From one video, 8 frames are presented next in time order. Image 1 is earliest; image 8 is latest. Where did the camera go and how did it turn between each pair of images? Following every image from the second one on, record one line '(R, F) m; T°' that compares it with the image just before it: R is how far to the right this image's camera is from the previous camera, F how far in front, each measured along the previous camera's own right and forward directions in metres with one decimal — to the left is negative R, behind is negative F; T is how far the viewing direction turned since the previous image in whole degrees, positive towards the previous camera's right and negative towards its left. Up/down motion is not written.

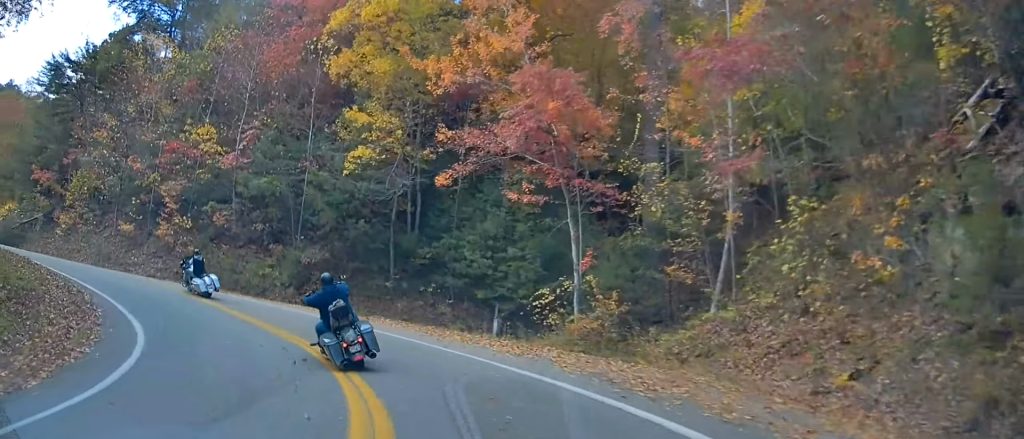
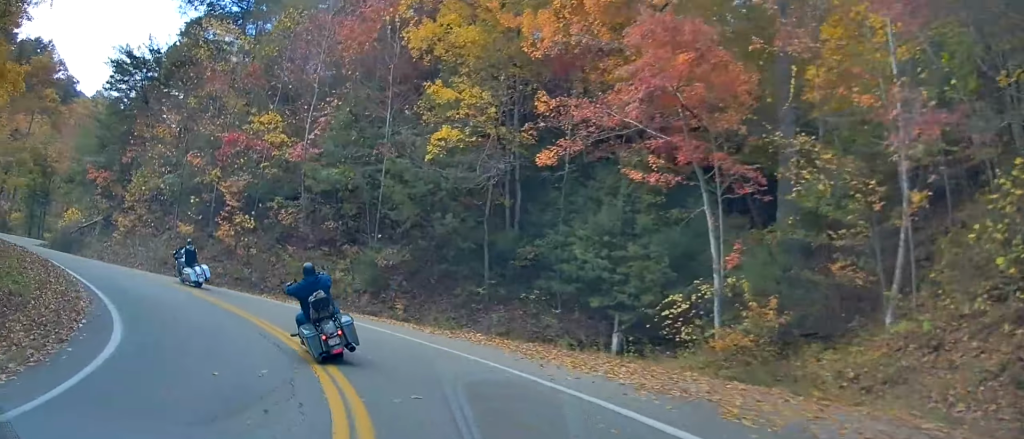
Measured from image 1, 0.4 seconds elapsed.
(0.0, +4.7) m; -8°
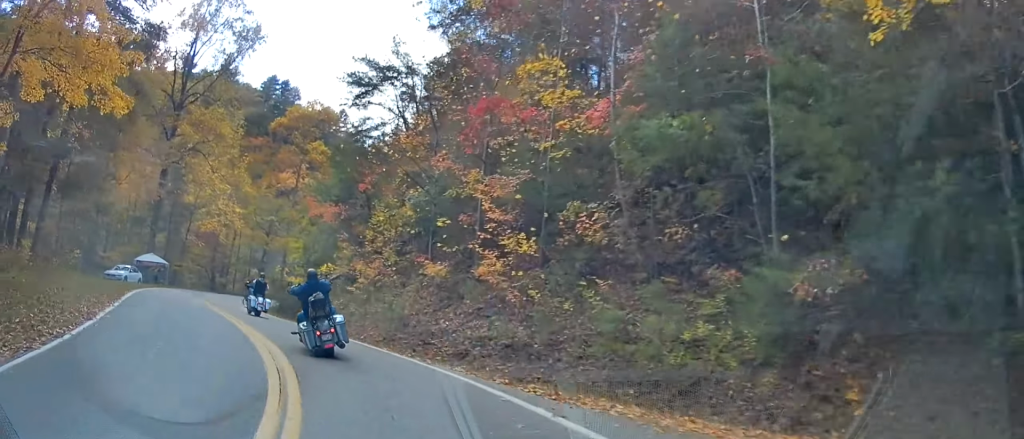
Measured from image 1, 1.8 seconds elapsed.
(-3.3, +13.6) m; -25°
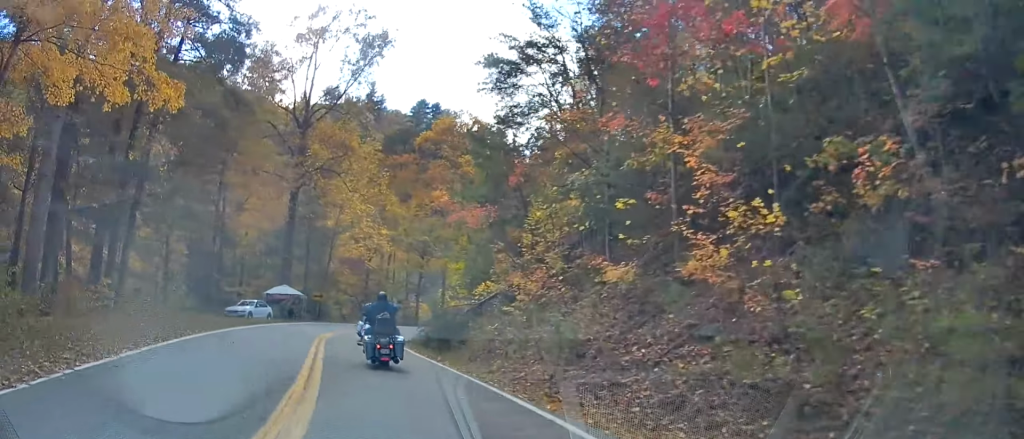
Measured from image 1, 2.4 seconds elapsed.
(-0.7, +7.2) m; -8°
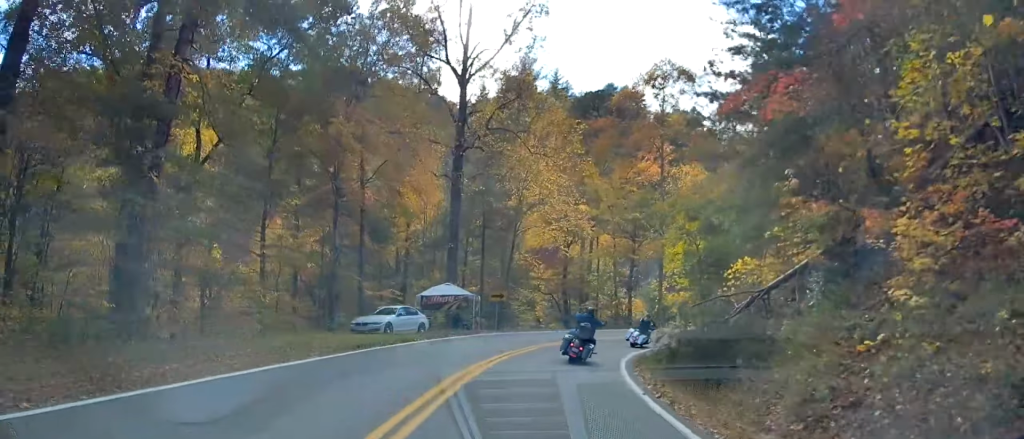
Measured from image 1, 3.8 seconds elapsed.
(-1.6, +15.1) m; -11°
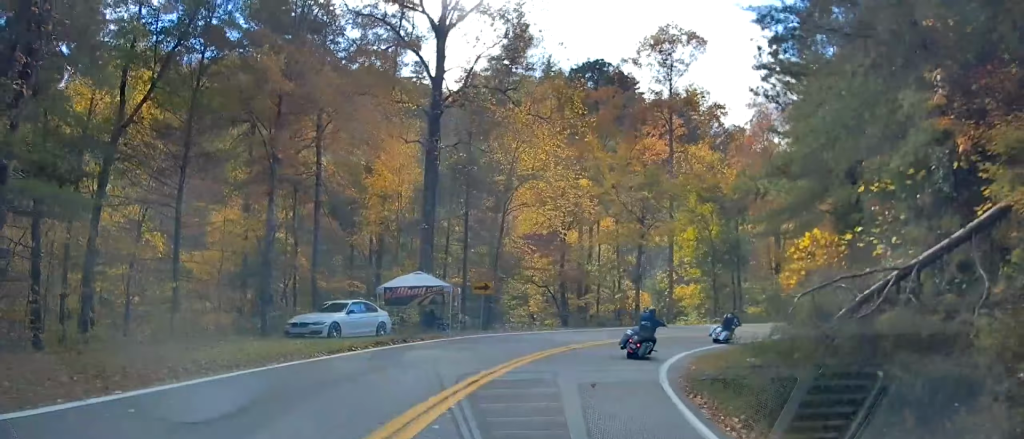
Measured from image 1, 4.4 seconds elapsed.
(-0.5, +7.5) m; -1°
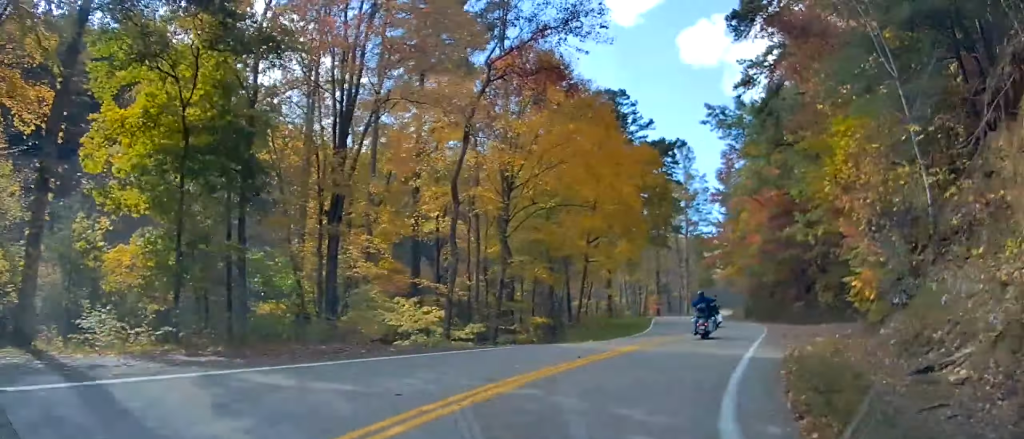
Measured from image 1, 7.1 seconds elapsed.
(+6.0, +33.6) m; +31°
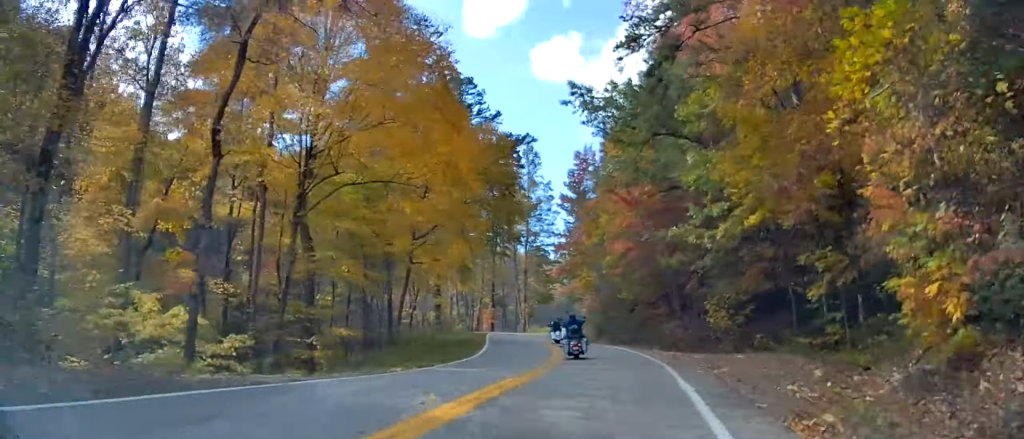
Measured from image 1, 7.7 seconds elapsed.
(+1.0, +8.3) m; +9°
